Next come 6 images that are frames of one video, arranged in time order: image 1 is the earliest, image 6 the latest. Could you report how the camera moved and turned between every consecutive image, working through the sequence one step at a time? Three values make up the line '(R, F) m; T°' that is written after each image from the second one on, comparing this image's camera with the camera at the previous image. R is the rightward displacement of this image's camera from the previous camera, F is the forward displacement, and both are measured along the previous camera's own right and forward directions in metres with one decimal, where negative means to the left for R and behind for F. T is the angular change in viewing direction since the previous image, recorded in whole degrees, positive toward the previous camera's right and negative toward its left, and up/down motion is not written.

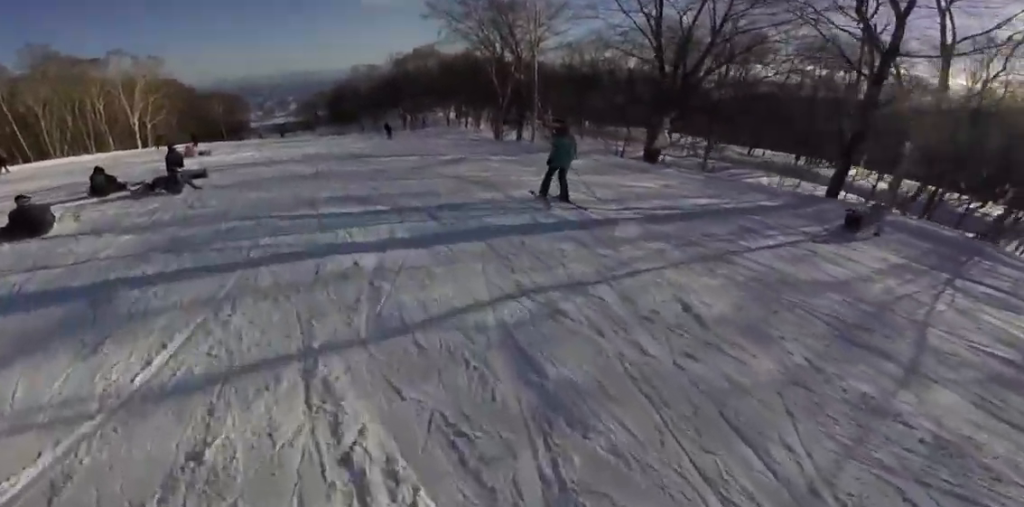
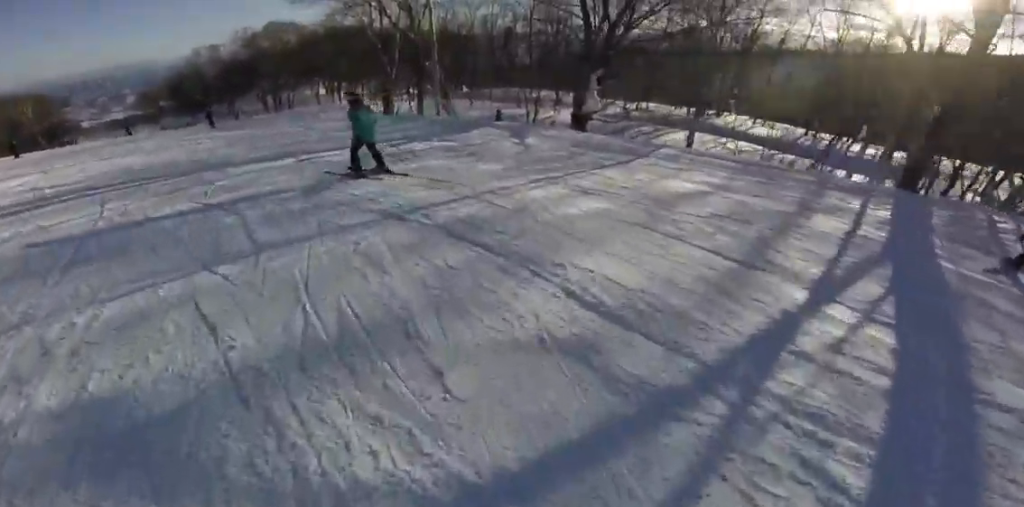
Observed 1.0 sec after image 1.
(+0.5, +6.7) m; +2°
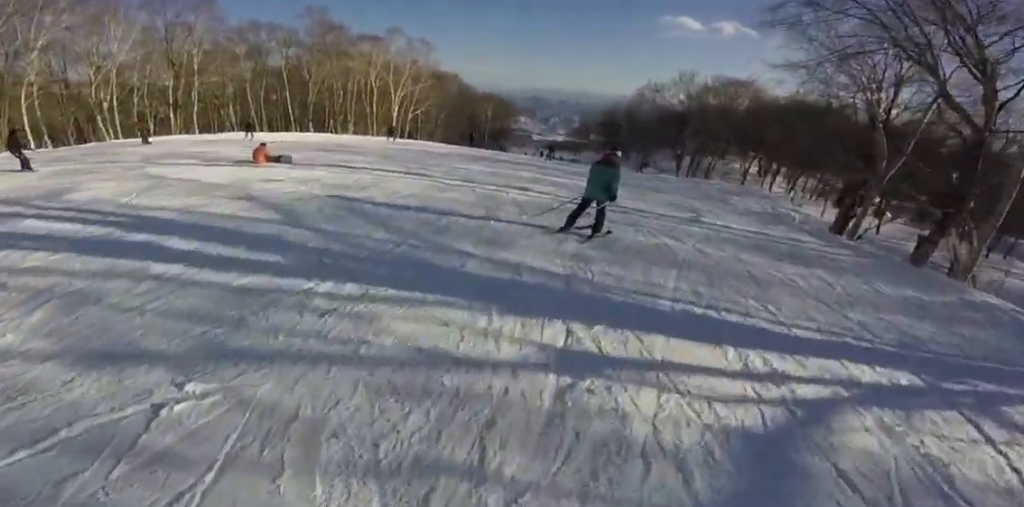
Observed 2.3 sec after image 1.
(-1.4, +8.1) m; -24°
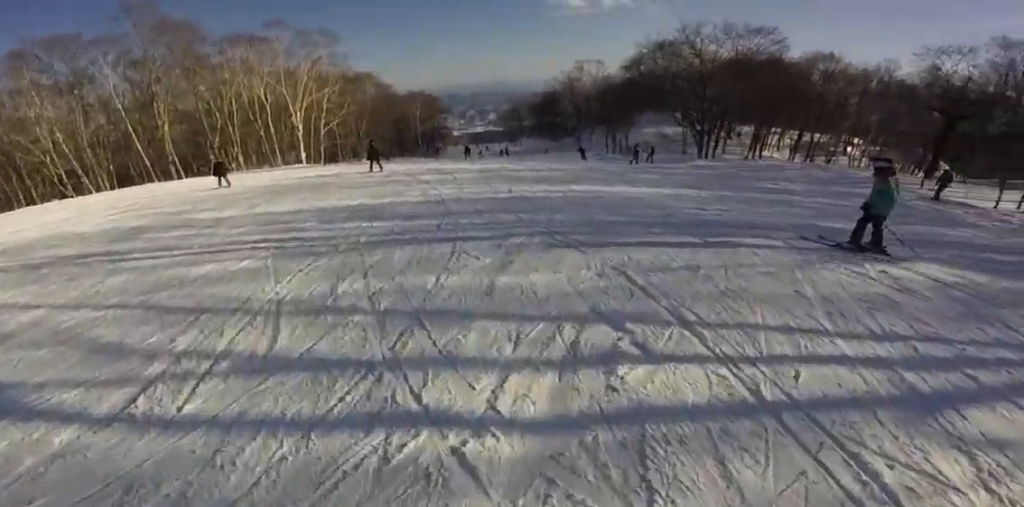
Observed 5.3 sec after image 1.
(+1.4, +15.7) m; +30°
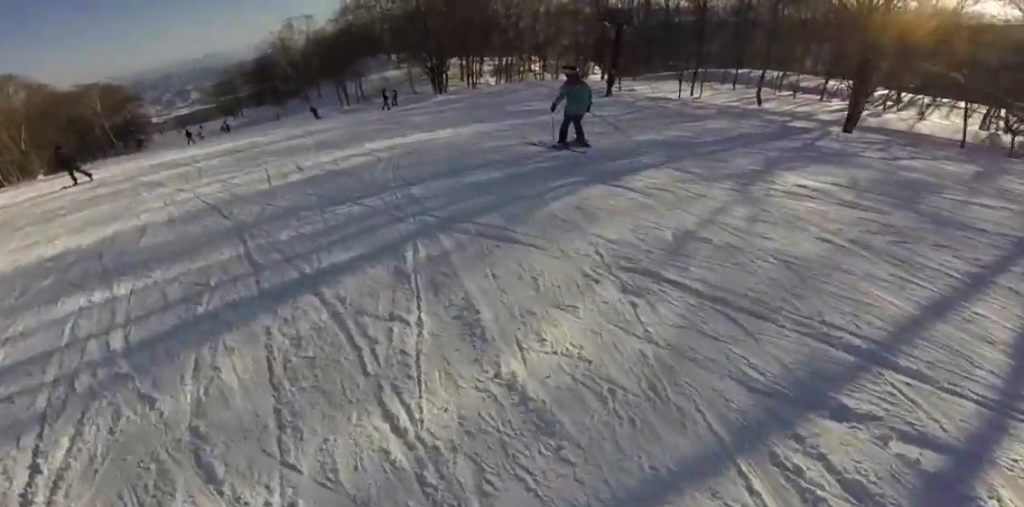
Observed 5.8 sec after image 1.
(-0.8, +2.7) m; +14°
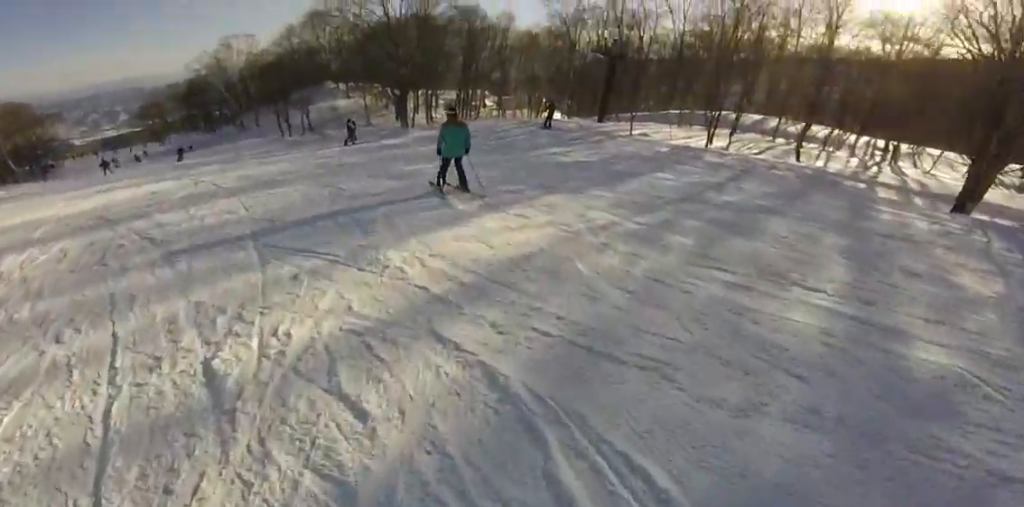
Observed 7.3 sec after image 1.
(+2.7, +5.4) m; +13°
